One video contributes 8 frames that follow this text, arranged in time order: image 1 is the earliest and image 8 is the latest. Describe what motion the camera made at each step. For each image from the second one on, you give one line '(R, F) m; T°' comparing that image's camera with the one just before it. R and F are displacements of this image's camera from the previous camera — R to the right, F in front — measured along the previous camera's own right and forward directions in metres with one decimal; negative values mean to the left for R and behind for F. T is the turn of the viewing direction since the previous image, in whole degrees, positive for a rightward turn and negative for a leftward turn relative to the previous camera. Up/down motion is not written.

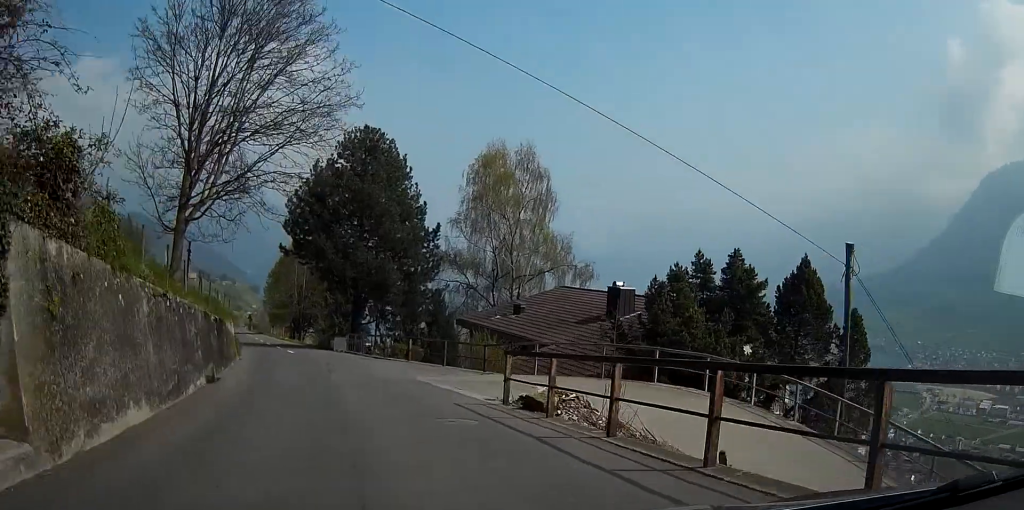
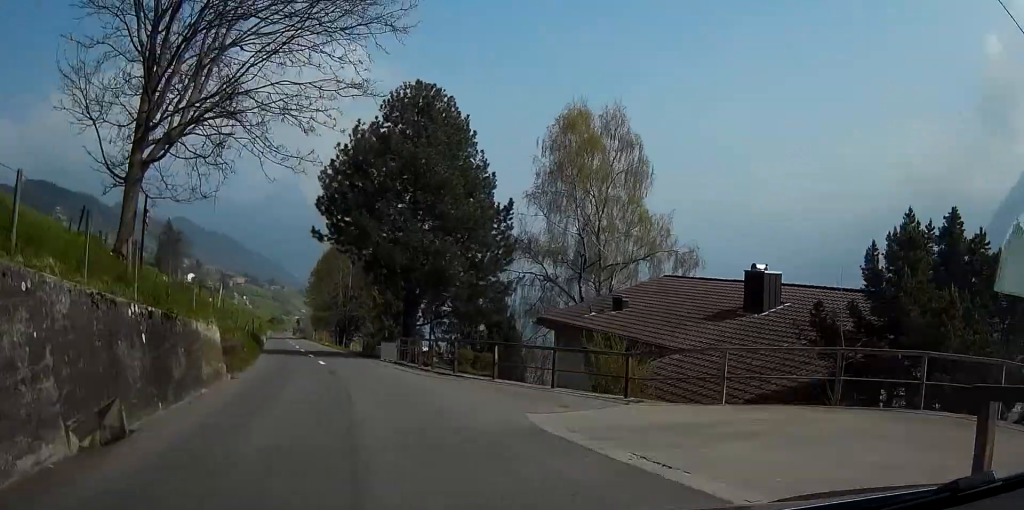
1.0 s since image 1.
(-0.3, +9.4) m; -4°
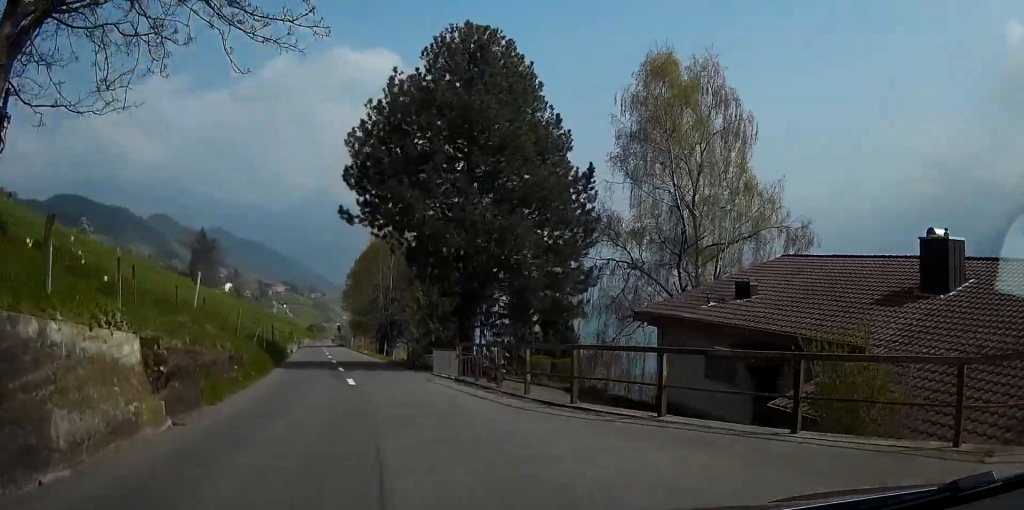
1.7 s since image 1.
(-0.2, +8.0) m; -4°
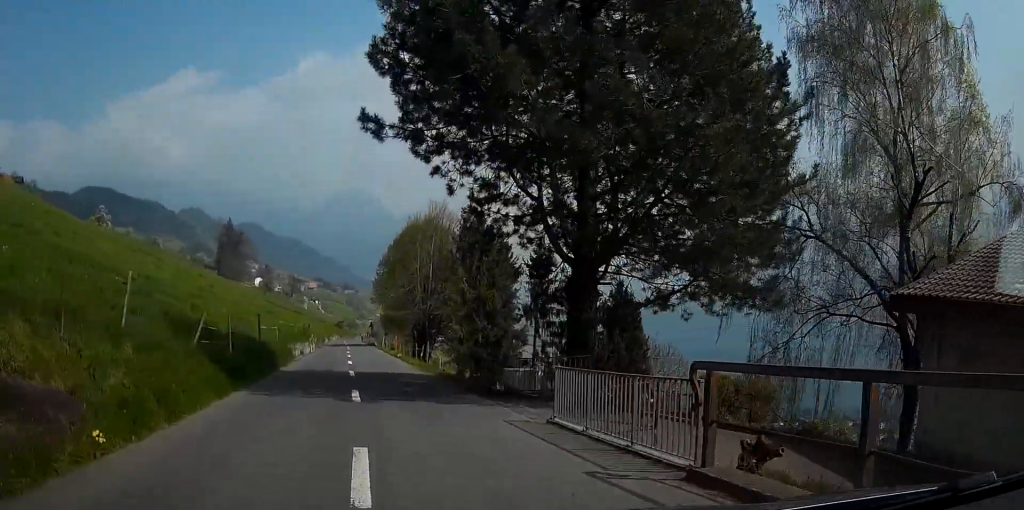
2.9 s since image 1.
(-0.4, +13.1) m; -1°
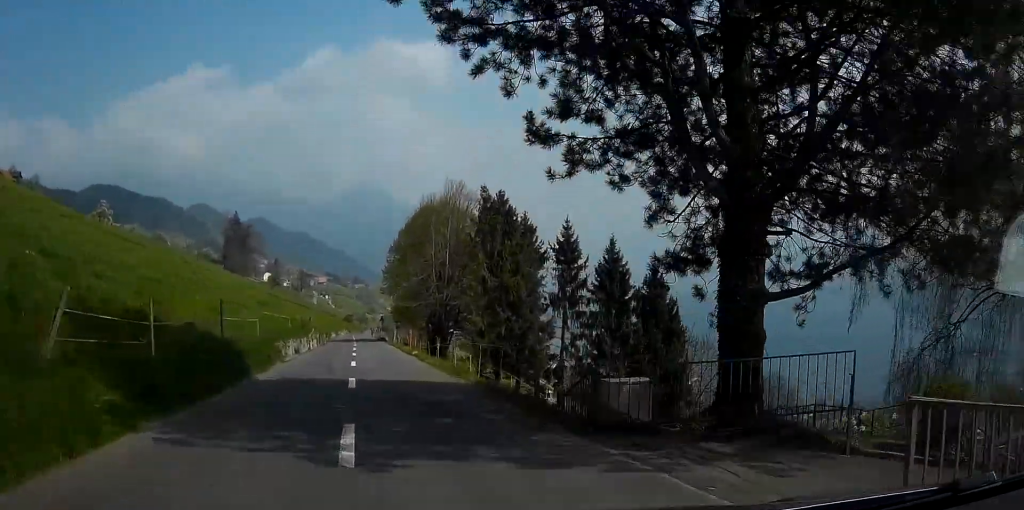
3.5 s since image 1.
(+0.1, +7.4) m; 0°
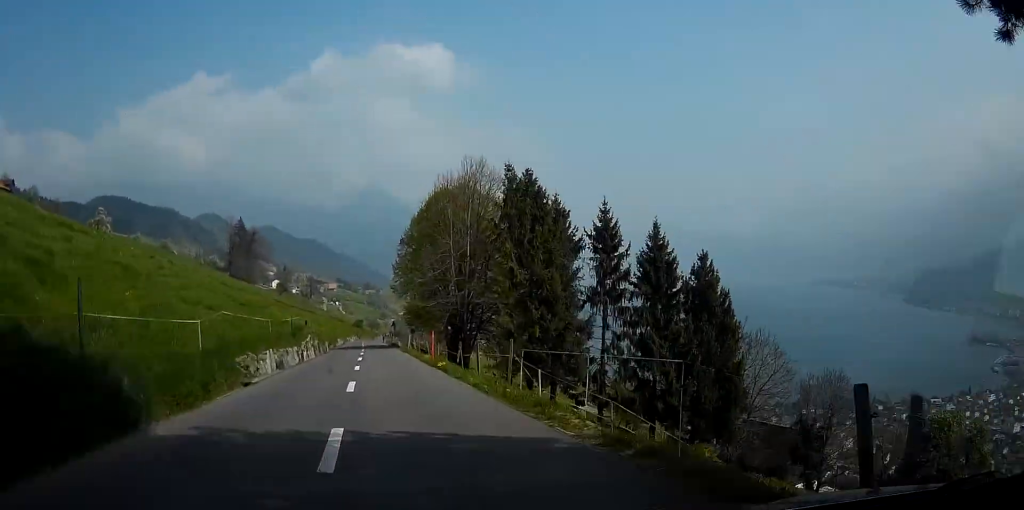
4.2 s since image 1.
(0.0, +9.1) m; -1°
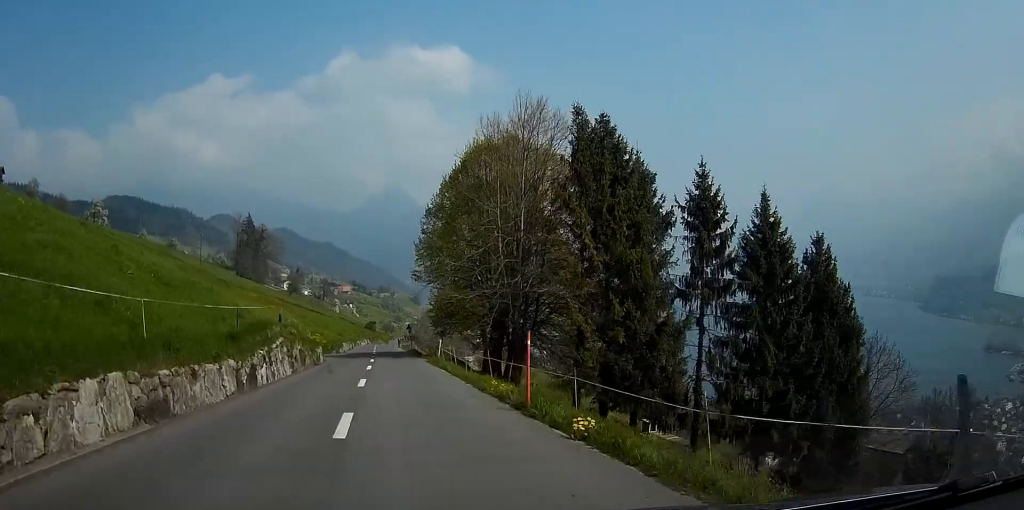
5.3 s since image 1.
(-0.3, +15.7) m; -2°
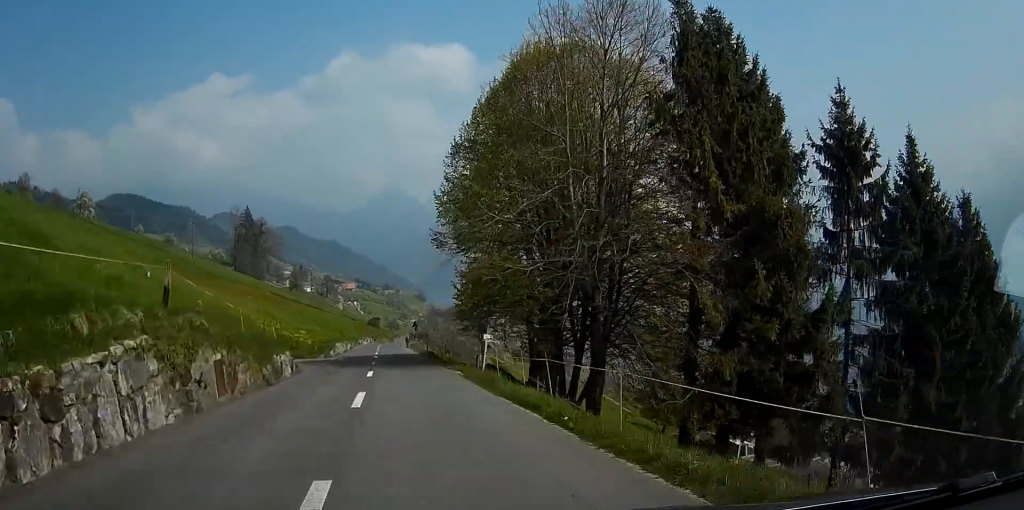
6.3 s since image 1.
(-0.3, +14.5) m; -1°
